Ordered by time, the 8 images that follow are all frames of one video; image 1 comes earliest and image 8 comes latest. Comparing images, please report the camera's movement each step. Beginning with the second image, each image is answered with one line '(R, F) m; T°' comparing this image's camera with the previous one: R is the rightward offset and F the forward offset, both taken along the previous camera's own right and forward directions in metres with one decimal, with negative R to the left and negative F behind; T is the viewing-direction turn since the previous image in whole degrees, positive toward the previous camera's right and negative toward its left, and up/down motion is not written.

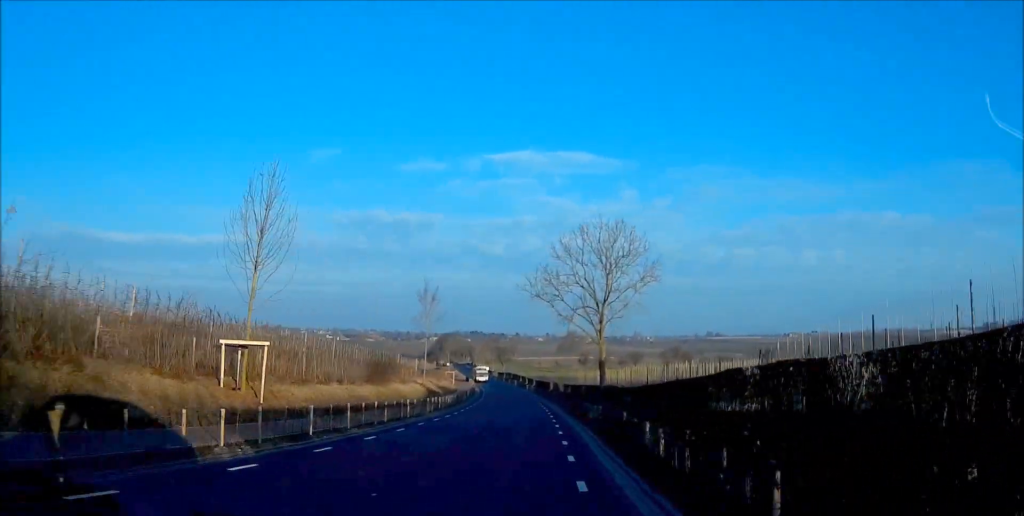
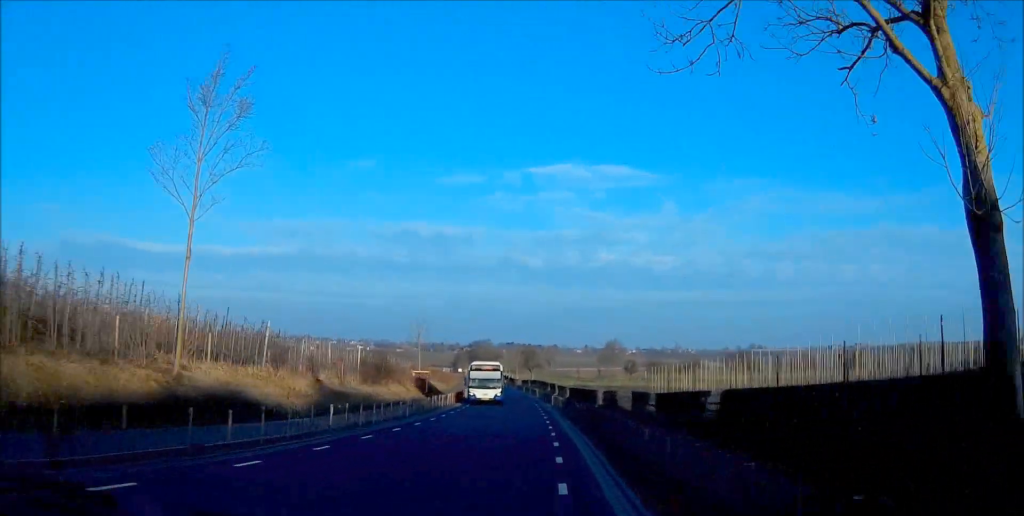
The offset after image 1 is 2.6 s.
(-1.1, +48.8) m; -3°
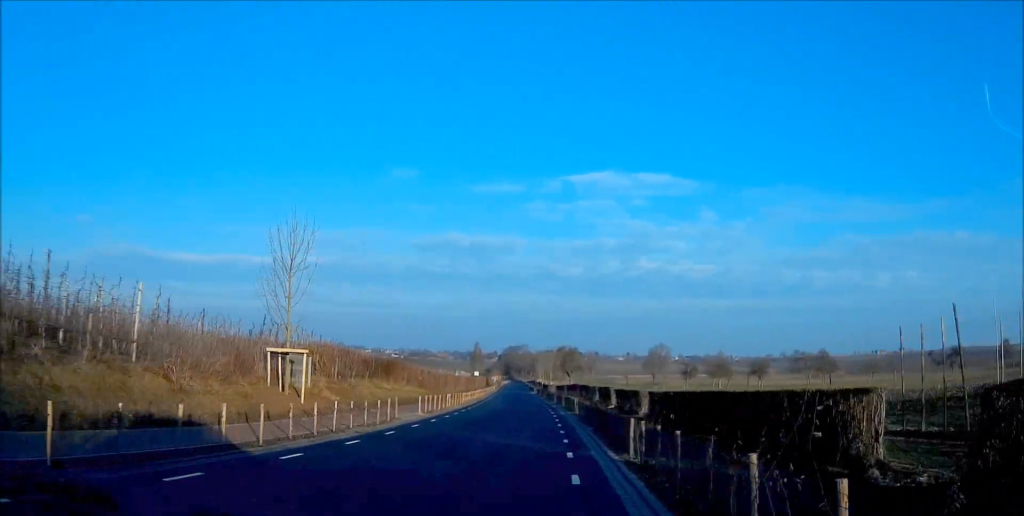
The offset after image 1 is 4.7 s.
(-1.0, +40.0) m; -3°
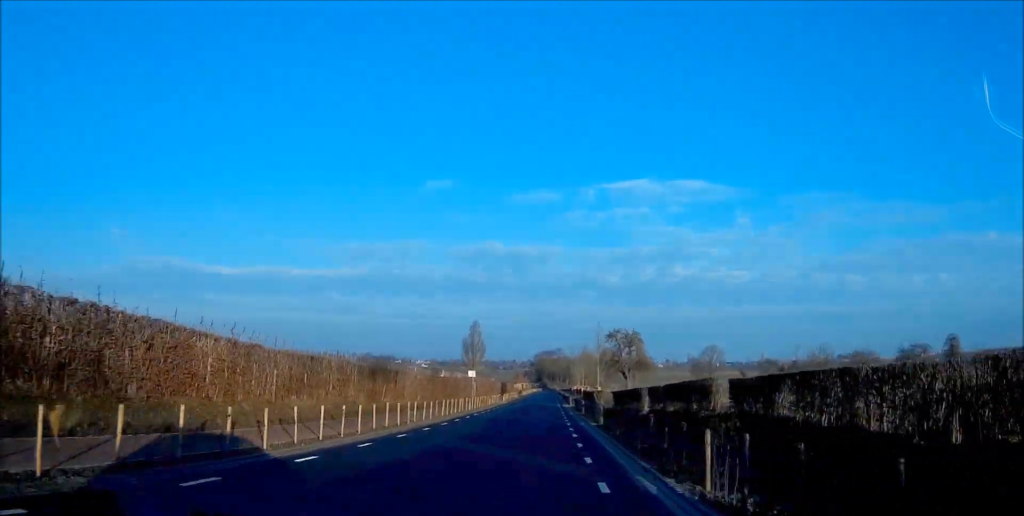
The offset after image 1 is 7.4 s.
(-1.3, +54.0) m; -2°
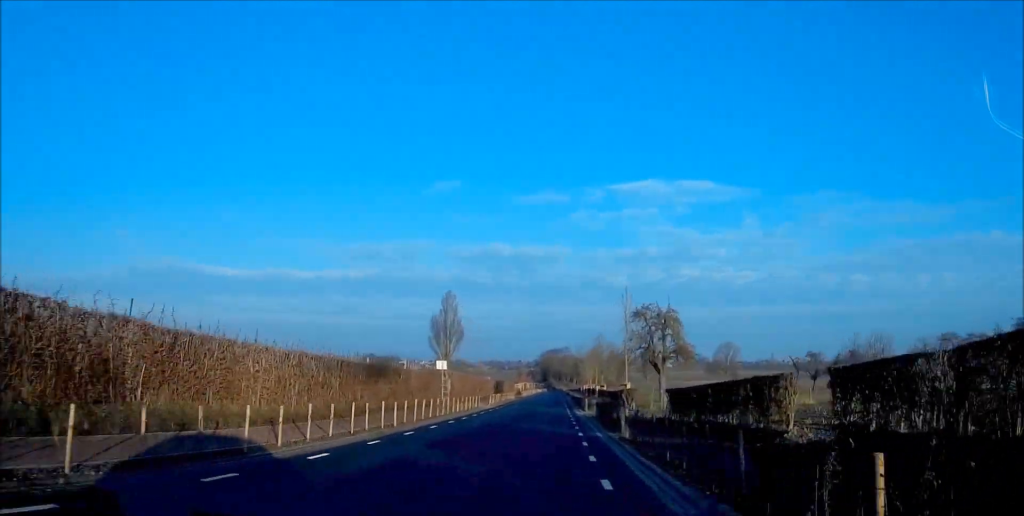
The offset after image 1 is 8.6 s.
(-0.1, +24.0) m; 0°
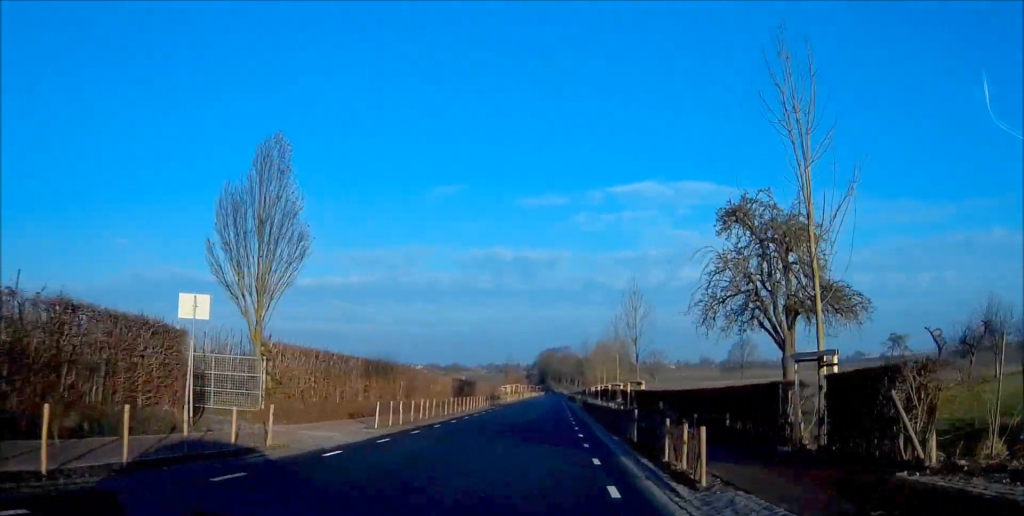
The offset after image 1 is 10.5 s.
(0.0, +37.4) m; 0°
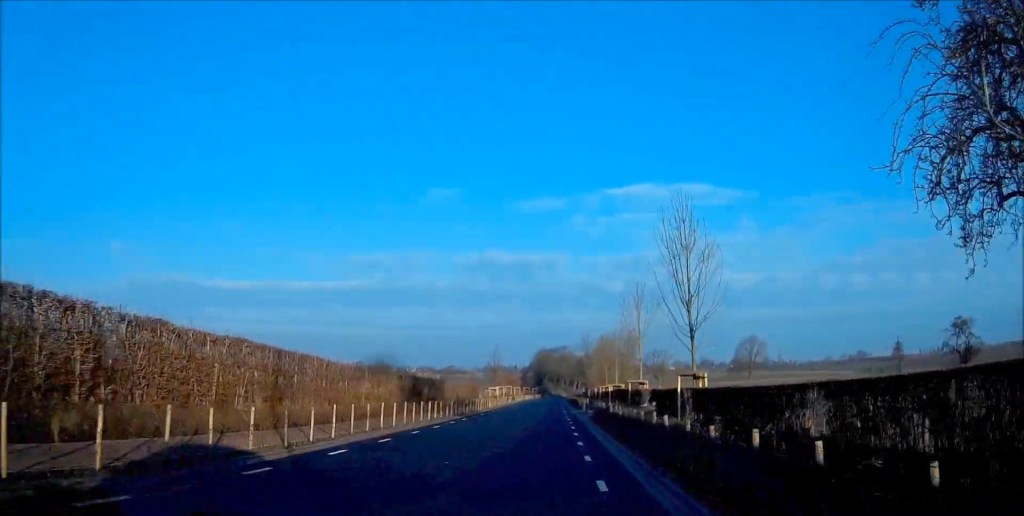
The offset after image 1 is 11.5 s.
(+0.1, +20.1) m; 0°
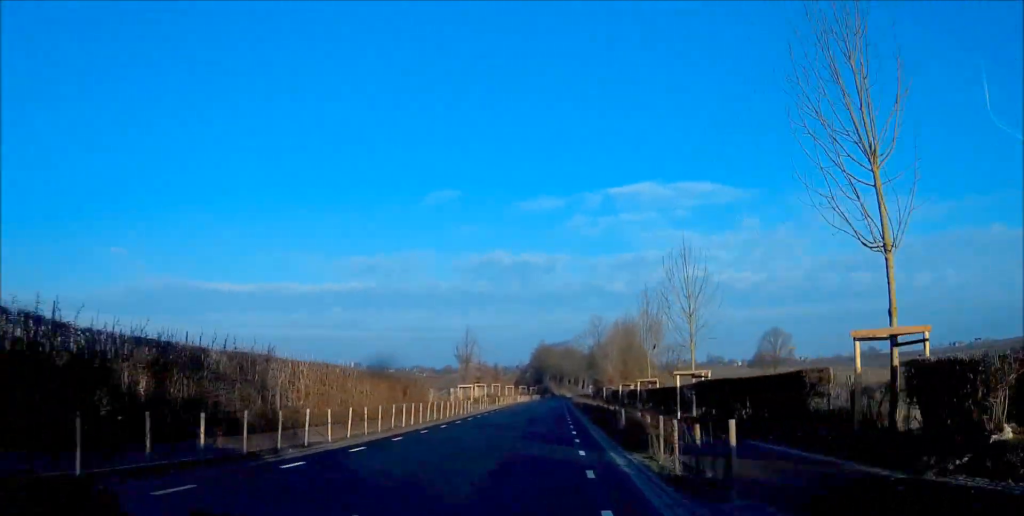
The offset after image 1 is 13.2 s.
(-0.1, +34.8) m; 0°
